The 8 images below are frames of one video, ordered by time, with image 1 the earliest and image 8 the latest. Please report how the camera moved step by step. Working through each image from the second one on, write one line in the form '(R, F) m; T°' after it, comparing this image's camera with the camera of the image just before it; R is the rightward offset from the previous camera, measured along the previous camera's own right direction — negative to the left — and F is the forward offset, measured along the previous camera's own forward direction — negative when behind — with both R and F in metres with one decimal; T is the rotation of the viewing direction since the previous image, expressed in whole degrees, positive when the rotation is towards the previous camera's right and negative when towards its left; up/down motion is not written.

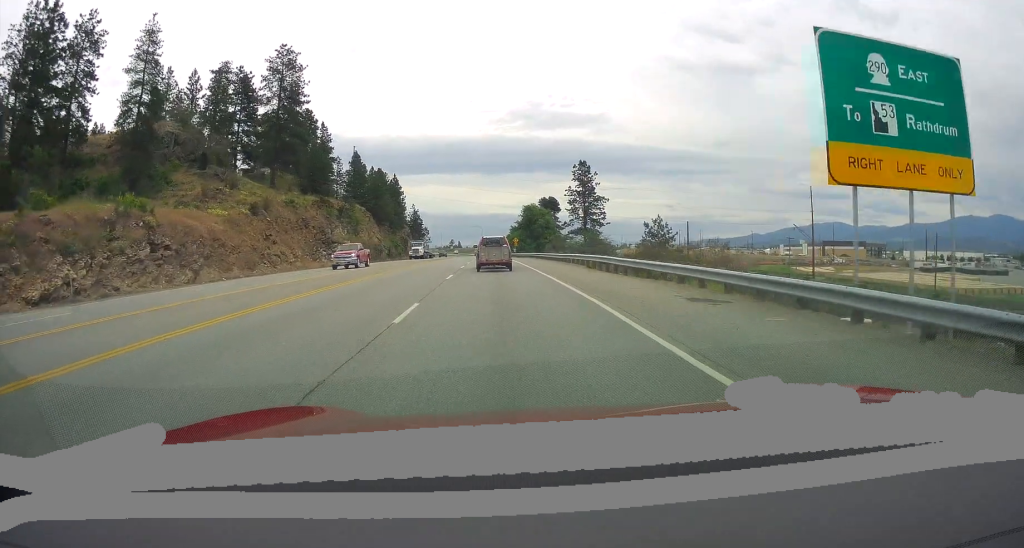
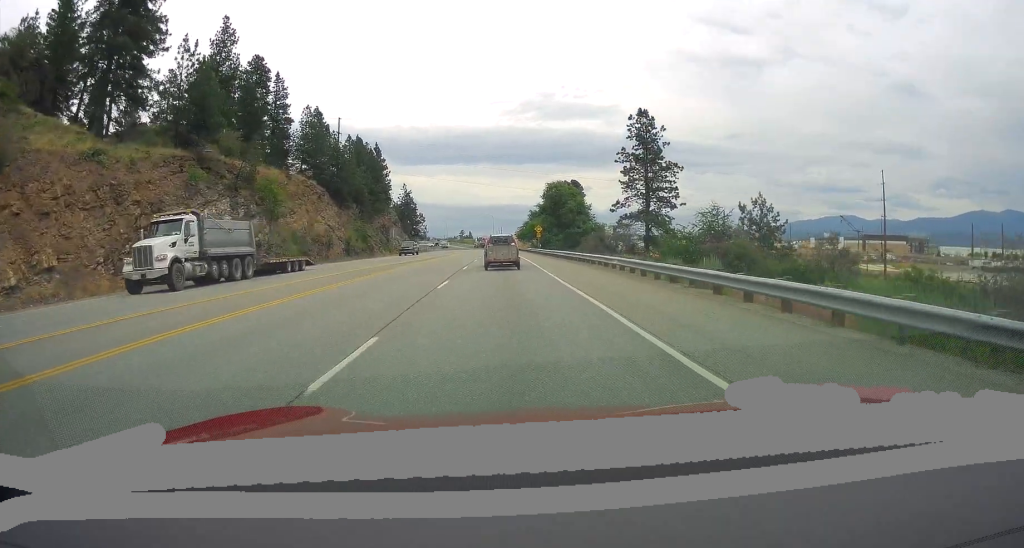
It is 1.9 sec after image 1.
(-0.8, +41.8) m; -3°
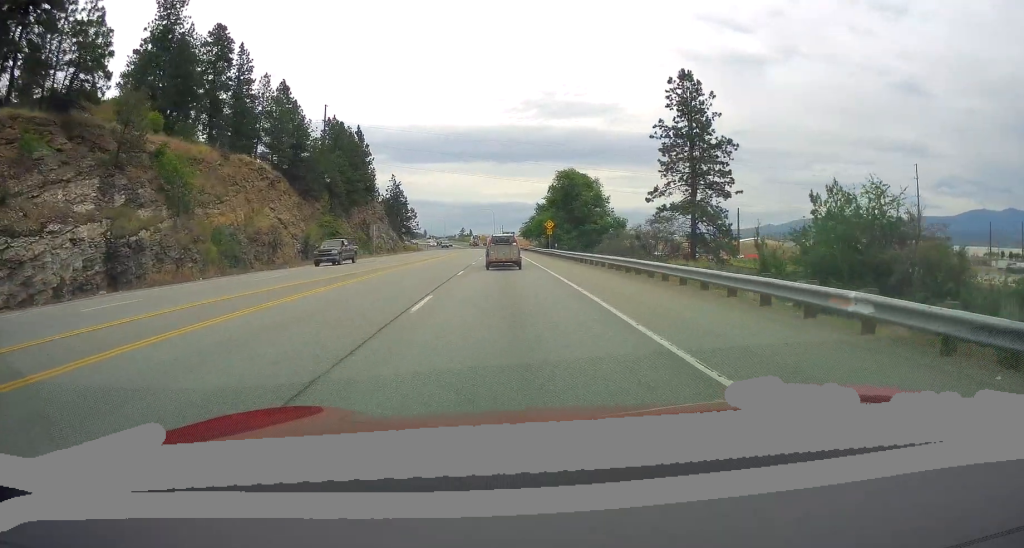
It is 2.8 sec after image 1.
(-0.2, +18.1) m; 0°
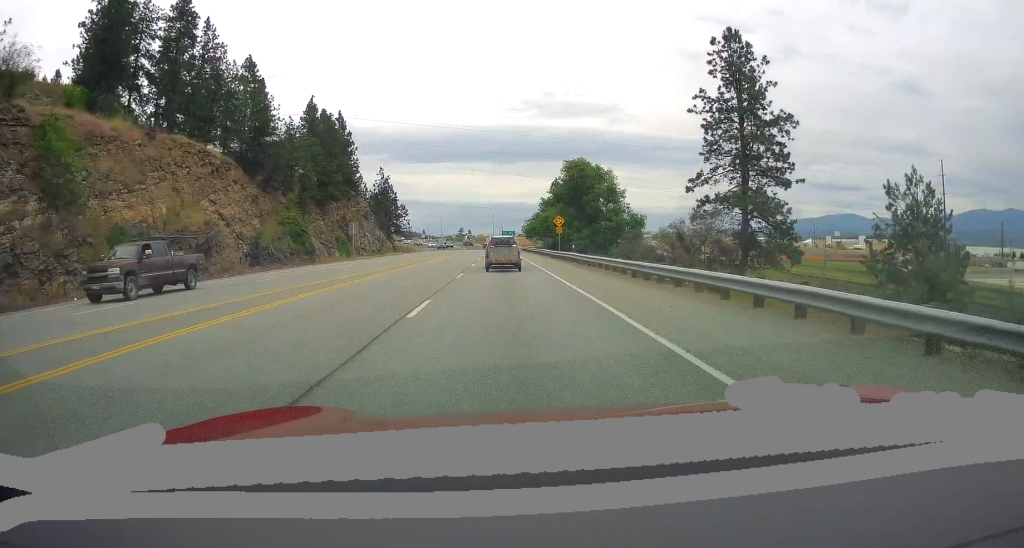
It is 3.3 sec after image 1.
(0.0, +12.7) m; +1°
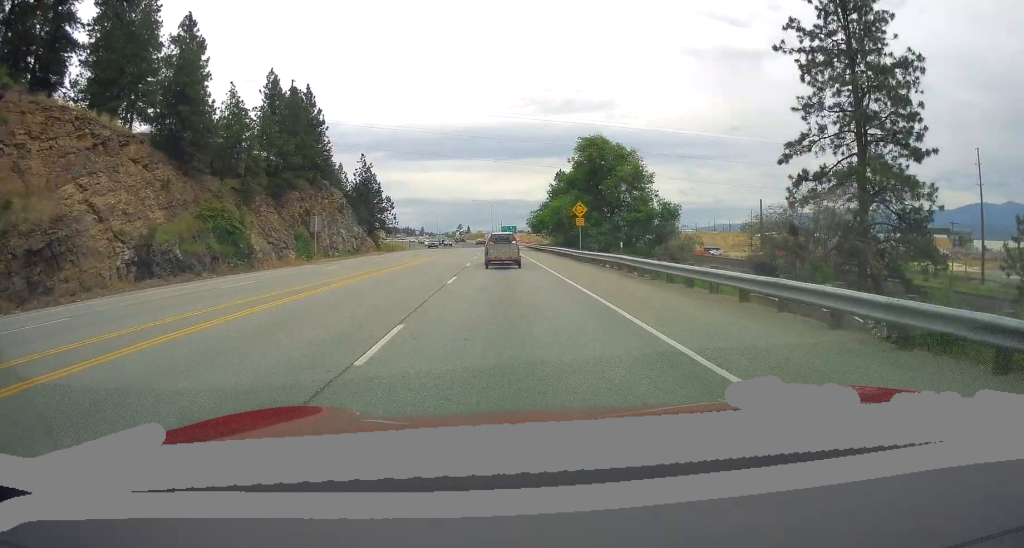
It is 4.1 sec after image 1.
(+0.5, +17.2) m; 0°
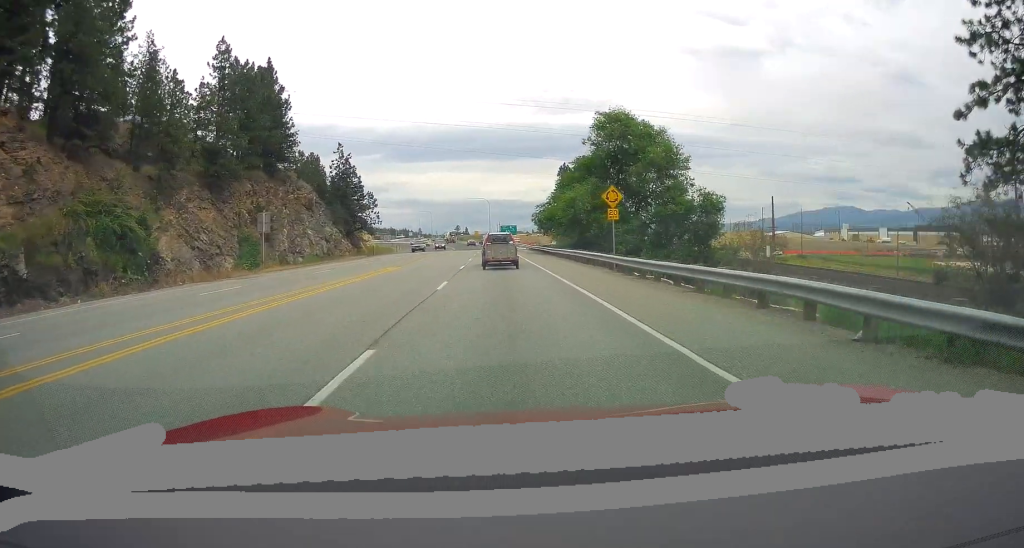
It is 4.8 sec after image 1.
(-0.3, +14.5) m; -1°
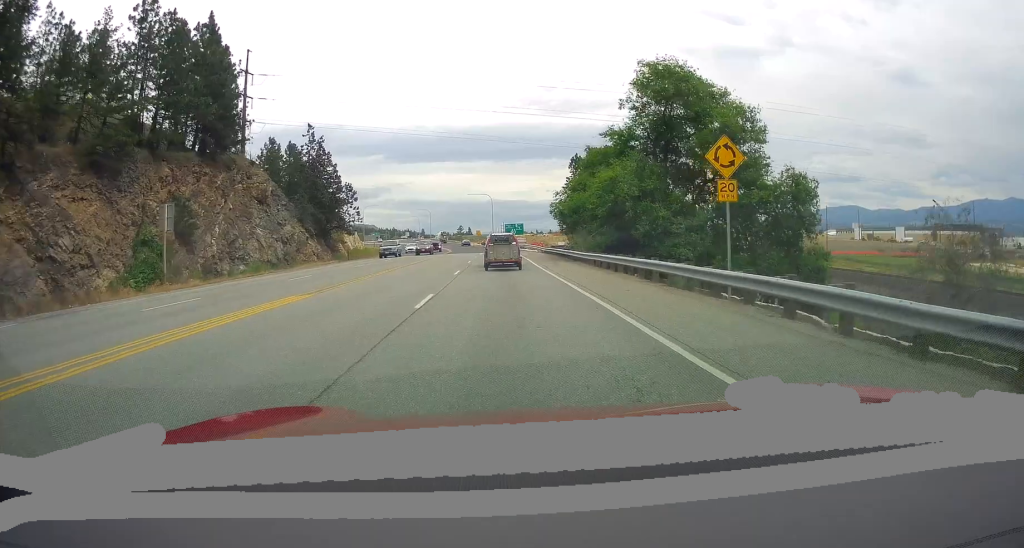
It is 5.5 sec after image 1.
(-0.2, +16.2) m; 0°
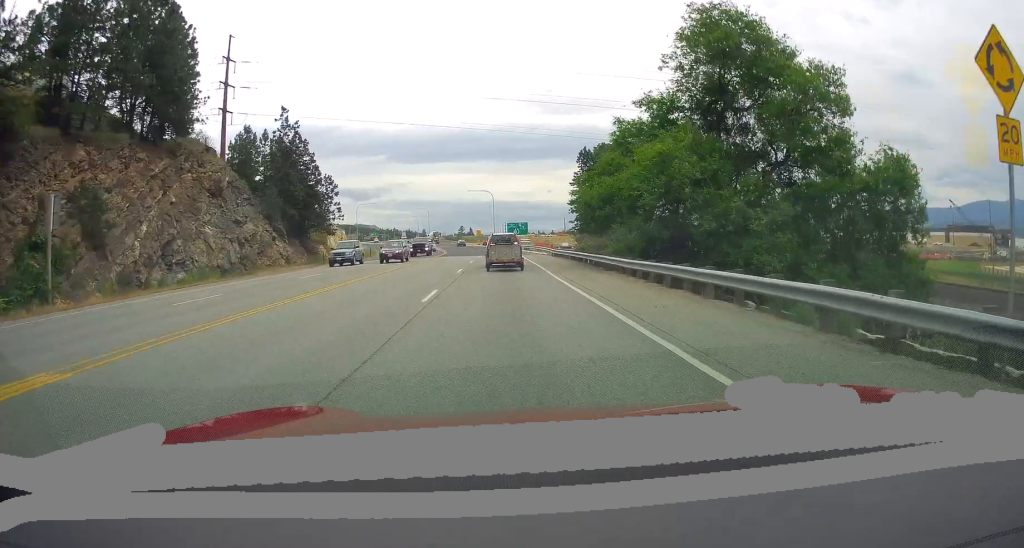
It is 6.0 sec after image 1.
(-0.2, +10.7) m; +1°
